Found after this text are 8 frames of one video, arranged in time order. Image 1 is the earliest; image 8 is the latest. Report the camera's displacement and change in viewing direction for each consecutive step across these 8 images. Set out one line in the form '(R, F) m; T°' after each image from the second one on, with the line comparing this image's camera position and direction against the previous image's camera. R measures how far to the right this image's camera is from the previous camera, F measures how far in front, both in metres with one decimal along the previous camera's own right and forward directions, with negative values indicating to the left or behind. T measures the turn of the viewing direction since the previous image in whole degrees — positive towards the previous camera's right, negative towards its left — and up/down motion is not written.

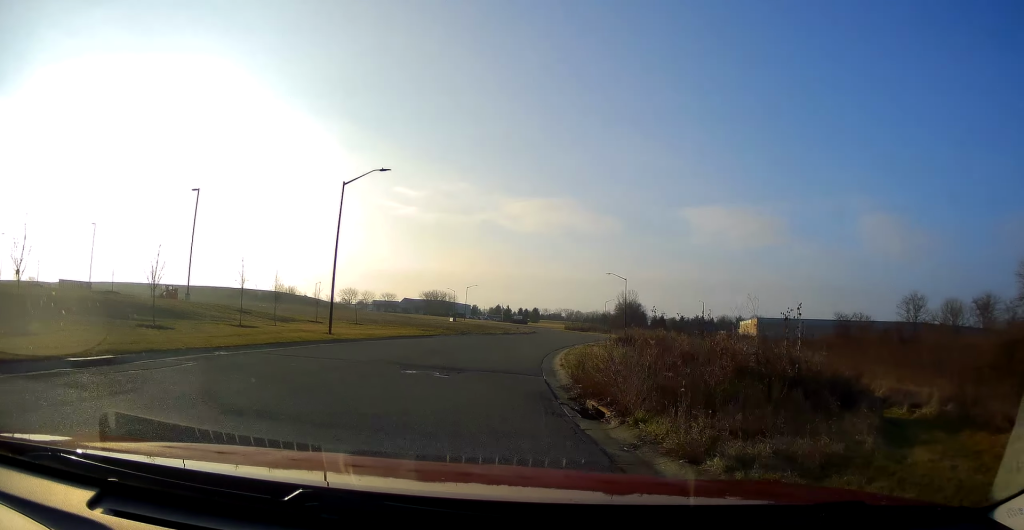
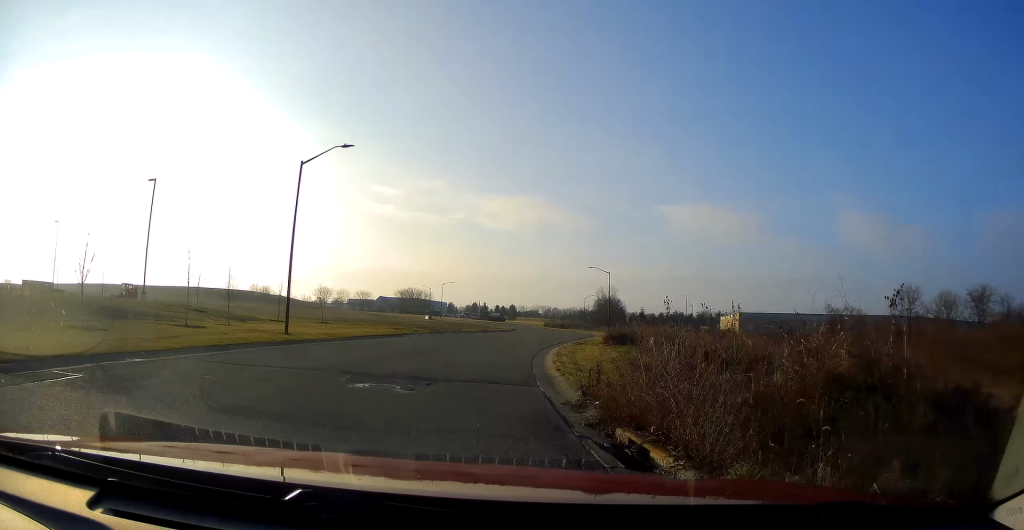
(+0.1, +4.3) m; +2°
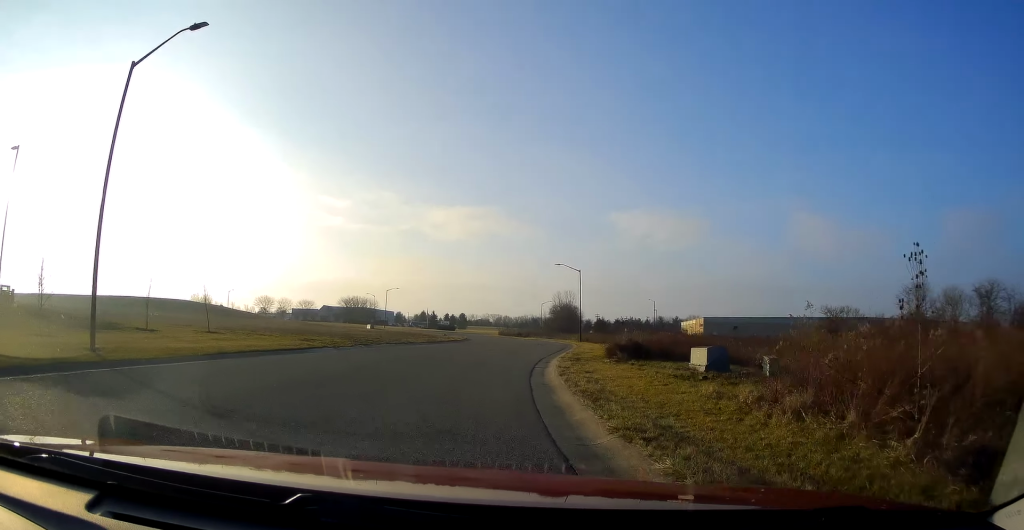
(+0.5, +13.7) m; +4°
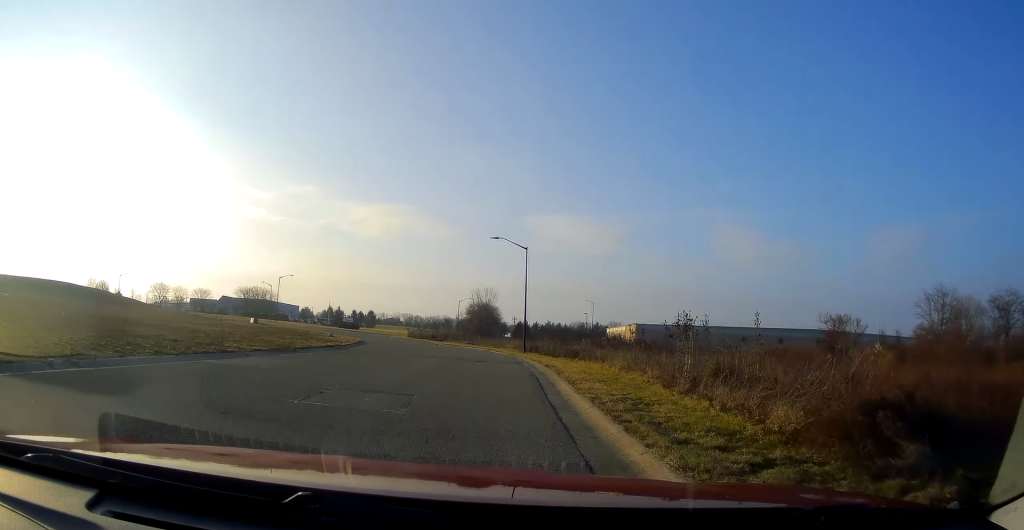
(+1.6, +22.2) m; +11°
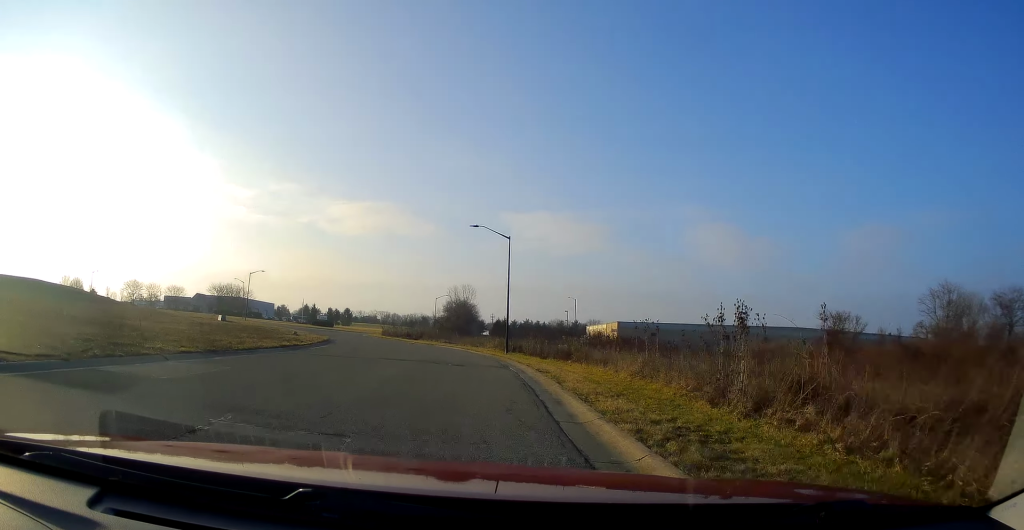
(0.0, +4.8) m; +3°
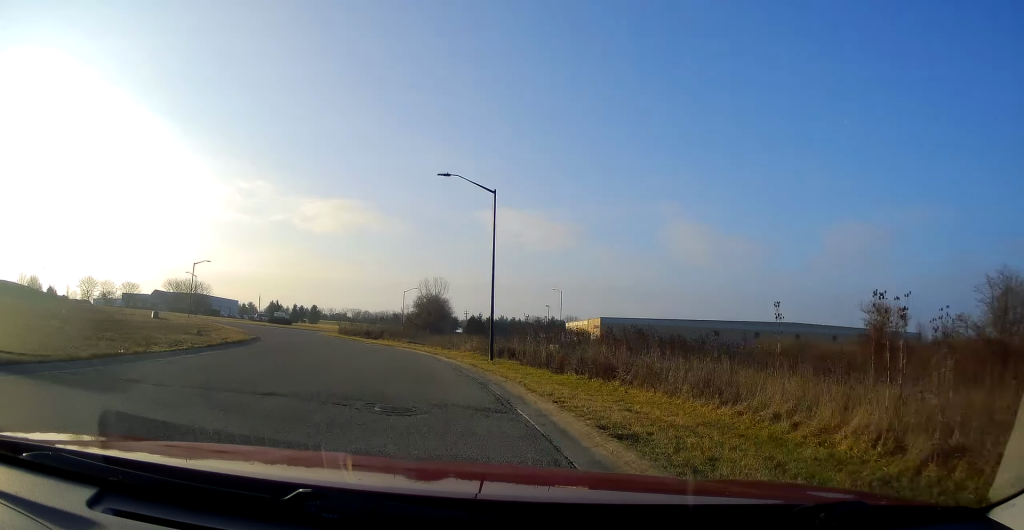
(+0.5, +14.0) m; -1°
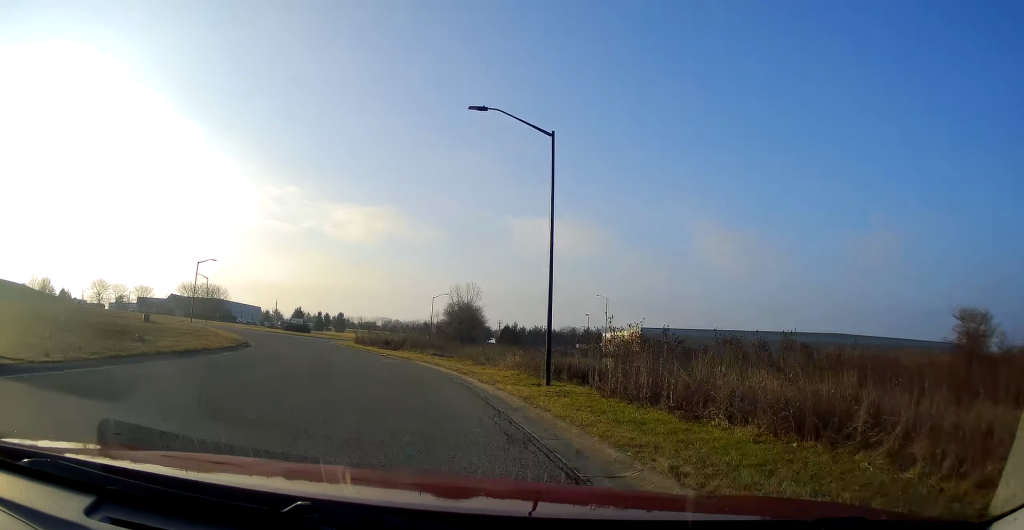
(-0.5, +9.9) m; -3°
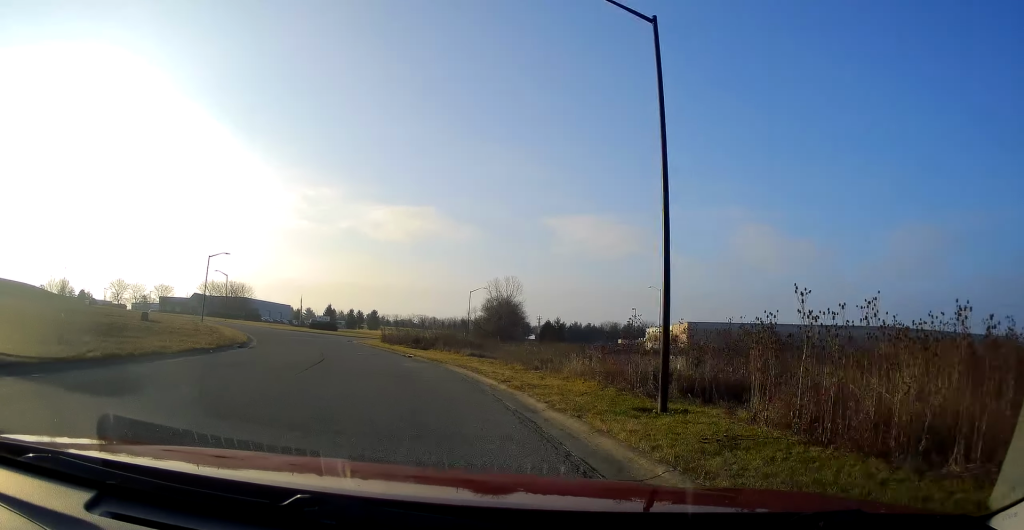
(0.0, +8.0) m; 0°
